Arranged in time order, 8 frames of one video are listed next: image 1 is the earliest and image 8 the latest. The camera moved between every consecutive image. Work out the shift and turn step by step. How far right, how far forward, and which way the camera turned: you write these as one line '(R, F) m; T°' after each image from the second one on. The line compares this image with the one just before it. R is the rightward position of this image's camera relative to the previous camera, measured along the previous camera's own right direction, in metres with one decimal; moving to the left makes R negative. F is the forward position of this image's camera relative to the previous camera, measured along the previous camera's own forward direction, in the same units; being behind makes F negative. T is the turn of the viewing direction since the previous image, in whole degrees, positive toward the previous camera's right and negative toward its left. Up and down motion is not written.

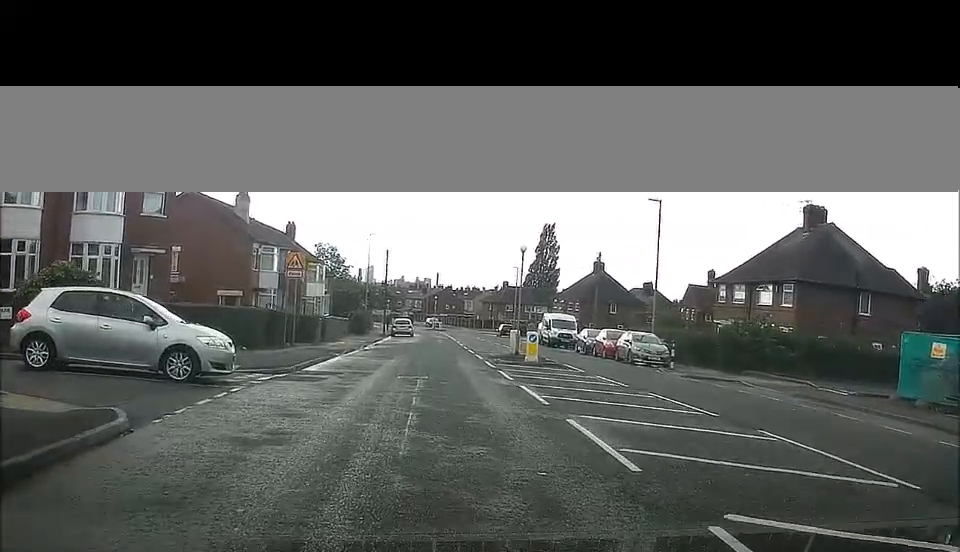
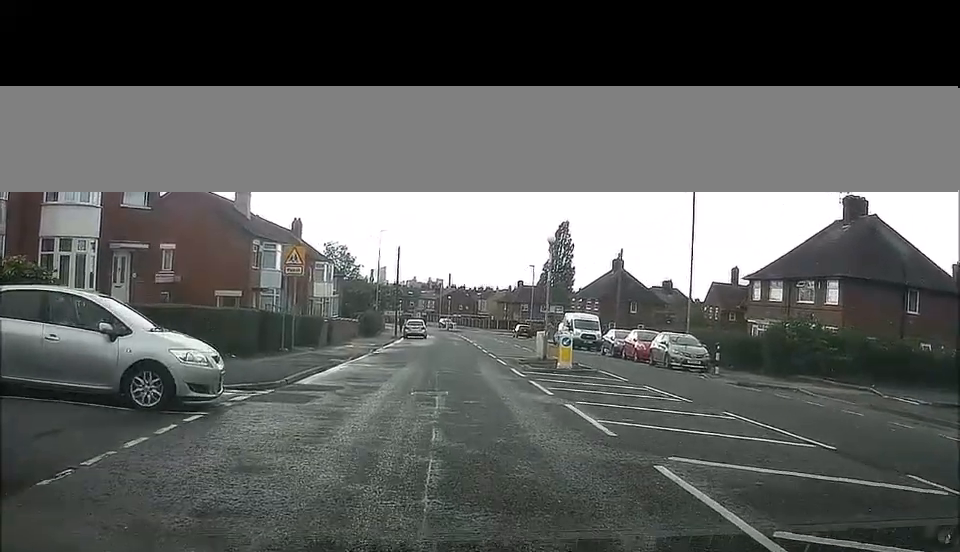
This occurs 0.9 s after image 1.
(-0.1, +4.0) m; -3°
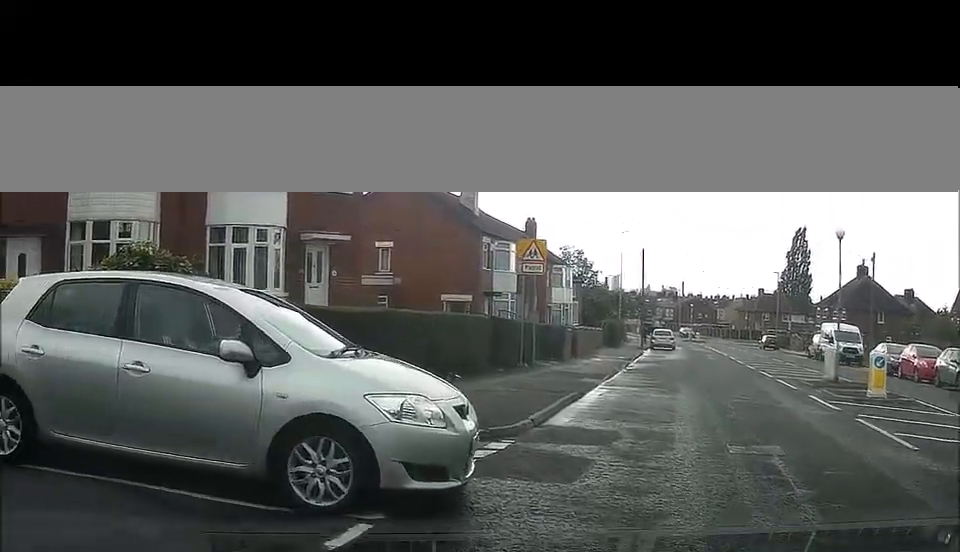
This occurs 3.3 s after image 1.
(-1.2, +6.5) m; -37°
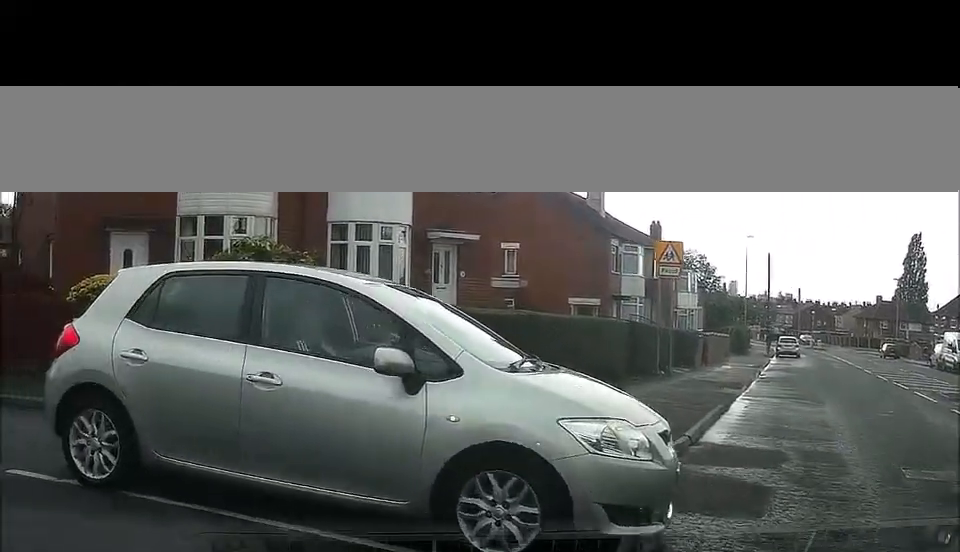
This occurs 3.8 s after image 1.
(-0.2, +0.8) m; -11°
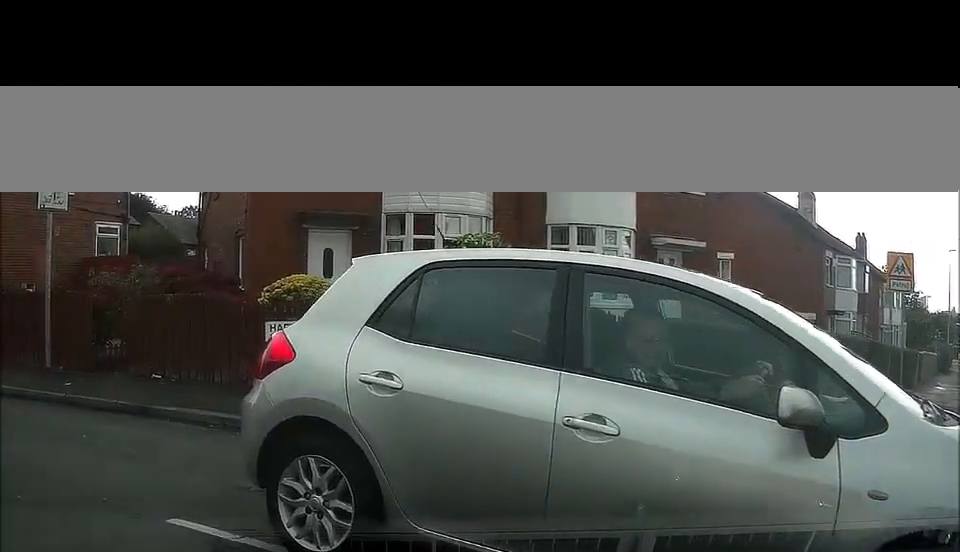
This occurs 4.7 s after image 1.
(-0.3, +1.6) m; -21°
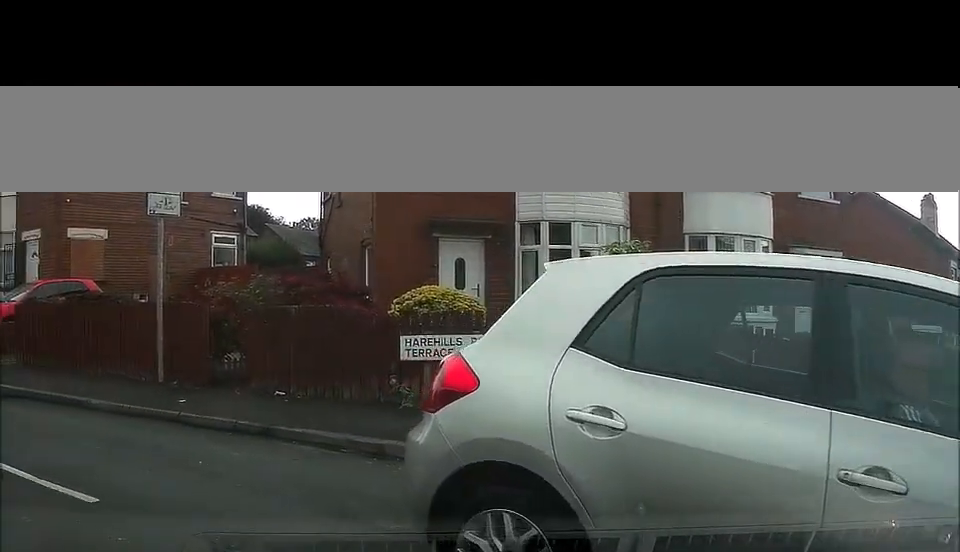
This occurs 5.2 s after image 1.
(-0.1, +1.0) m; -12°
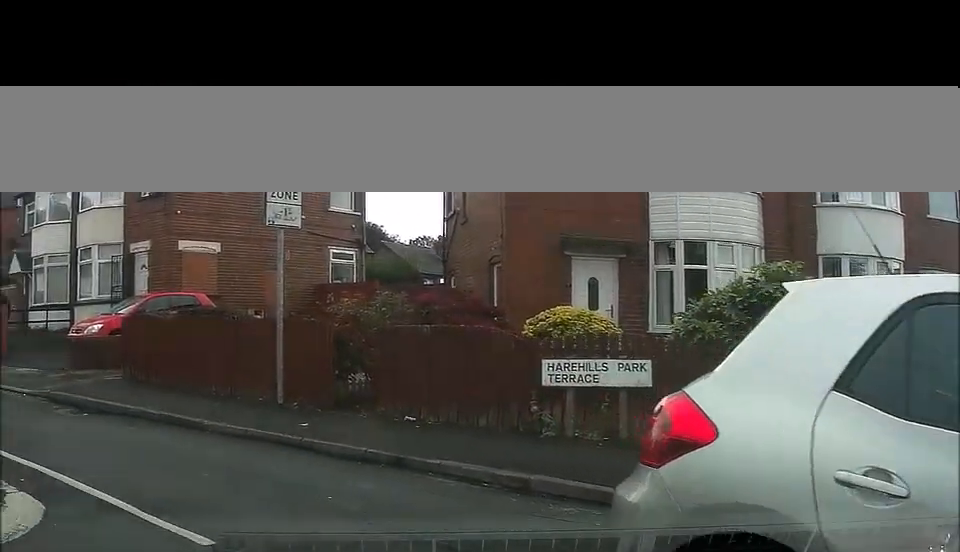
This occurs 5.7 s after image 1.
(-0.1, +0.9) m; -8°
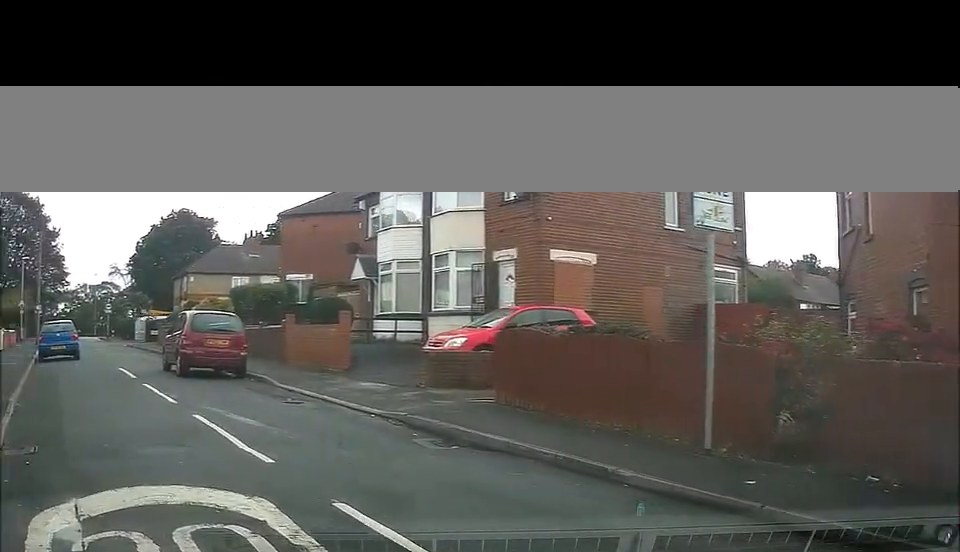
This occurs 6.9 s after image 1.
(-0.4, +2.6) m; -13°
